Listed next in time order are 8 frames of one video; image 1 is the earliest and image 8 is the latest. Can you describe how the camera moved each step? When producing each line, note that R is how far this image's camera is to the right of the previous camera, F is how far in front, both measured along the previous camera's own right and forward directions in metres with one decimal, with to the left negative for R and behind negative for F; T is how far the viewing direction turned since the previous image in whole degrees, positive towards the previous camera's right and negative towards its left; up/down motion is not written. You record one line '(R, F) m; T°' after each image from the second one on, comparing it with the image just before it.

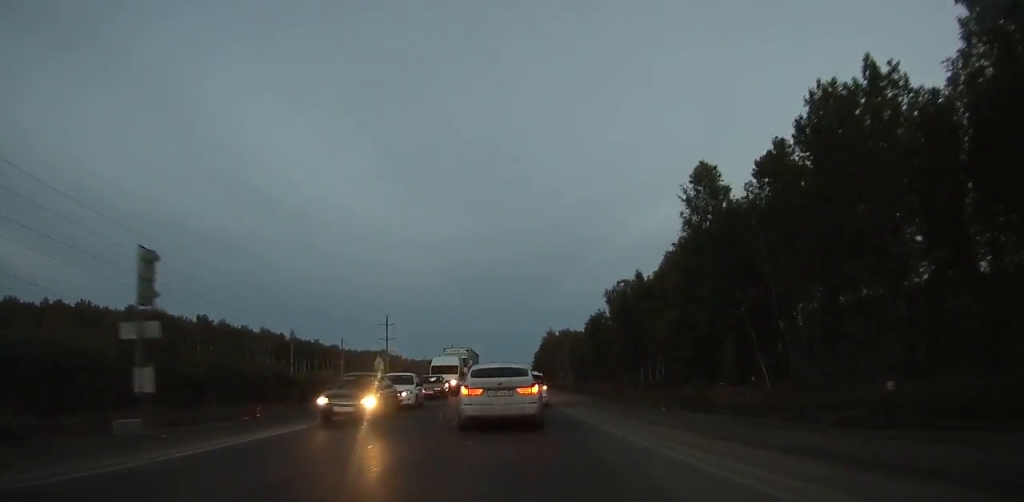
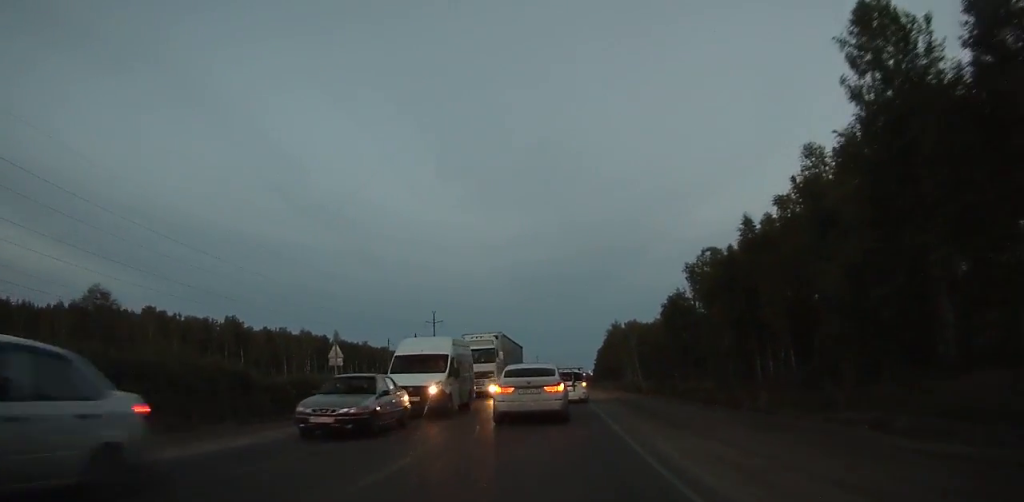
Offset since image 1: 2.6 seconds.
(-0.1, +20.5) m; -2°
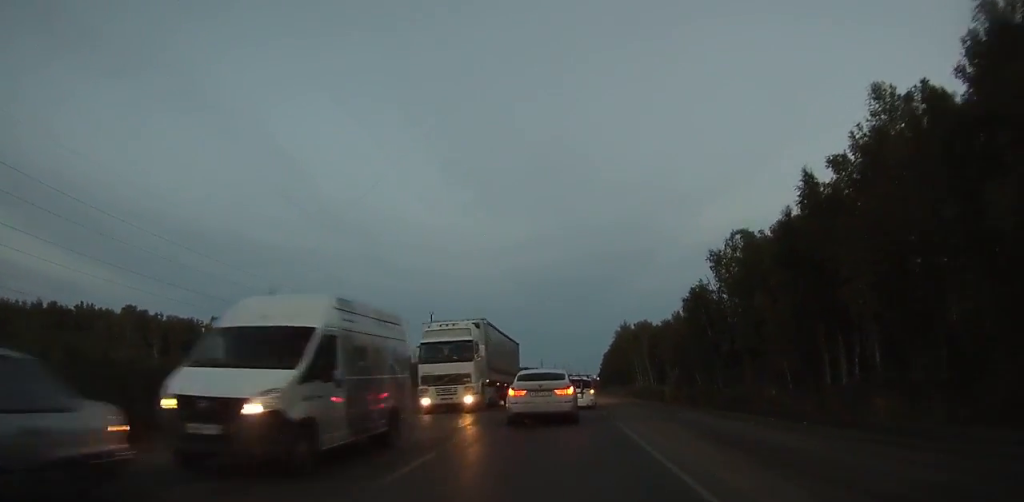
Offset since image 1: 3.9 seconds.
(-0.4, +10.9) m; -1°
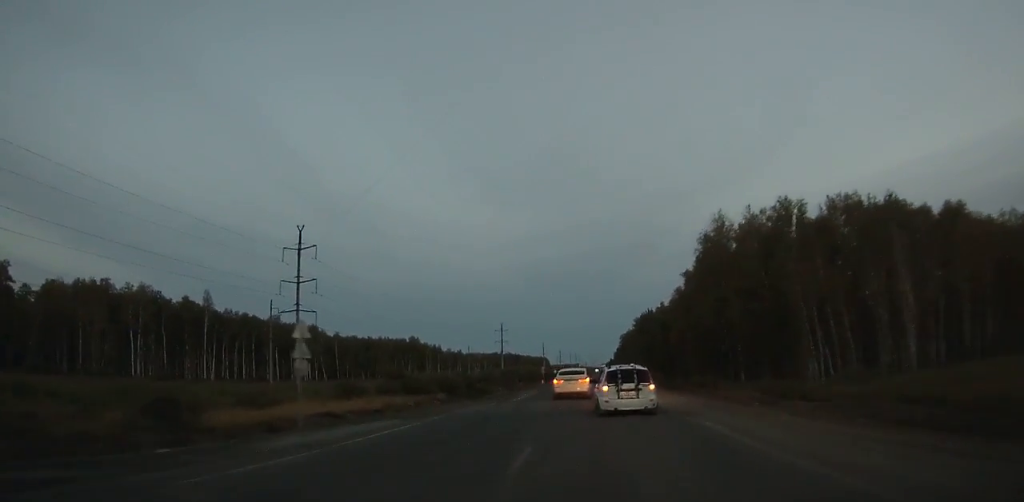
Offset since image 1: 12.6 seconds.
(-1.5, +96.1) m; -1°
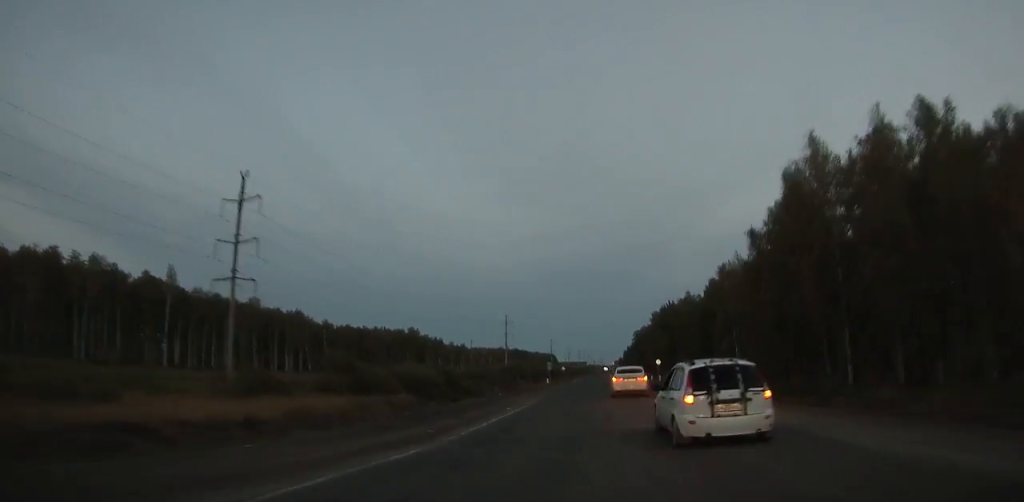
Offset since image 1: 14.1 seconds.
(0.0, +20.8) m; +1°
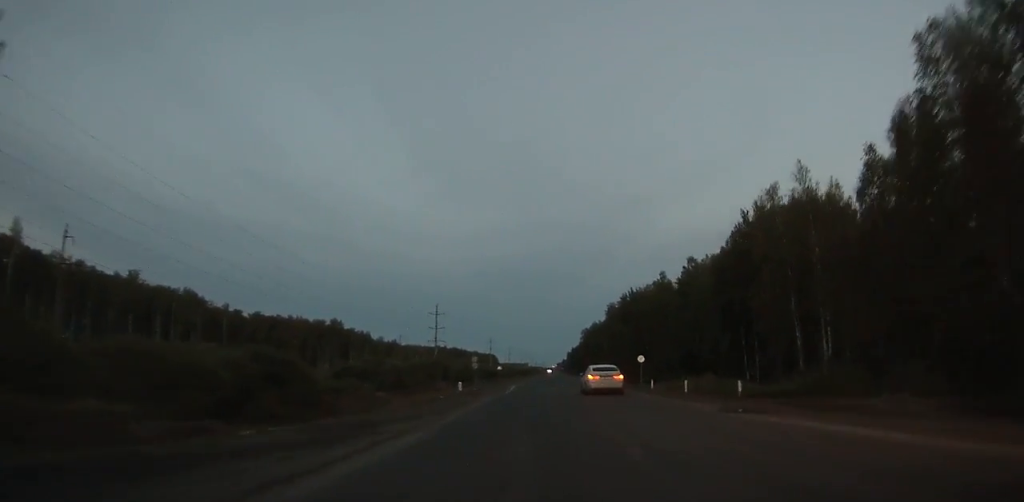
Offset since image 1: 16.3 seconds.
(0.0, +33.1) m; +2°
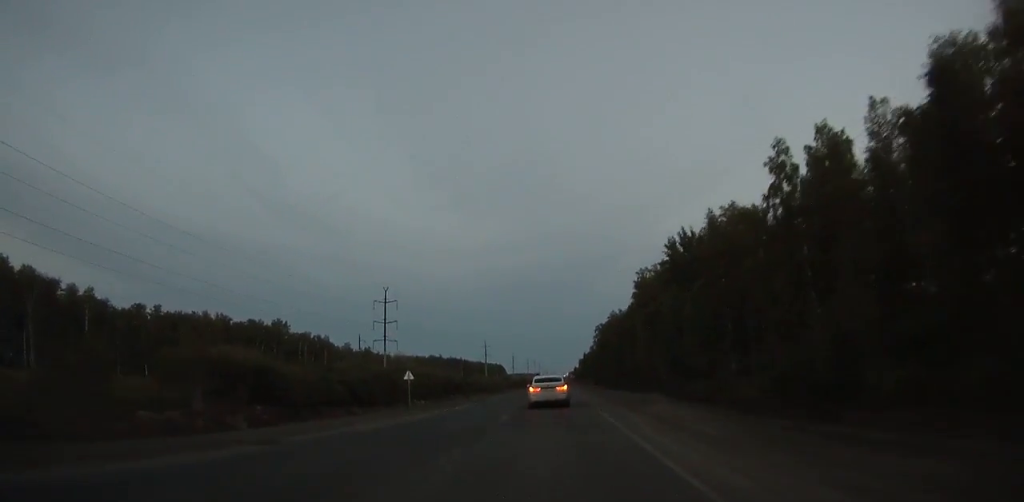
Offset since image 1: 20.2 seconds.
(+2.4, +62.7) m; +2°
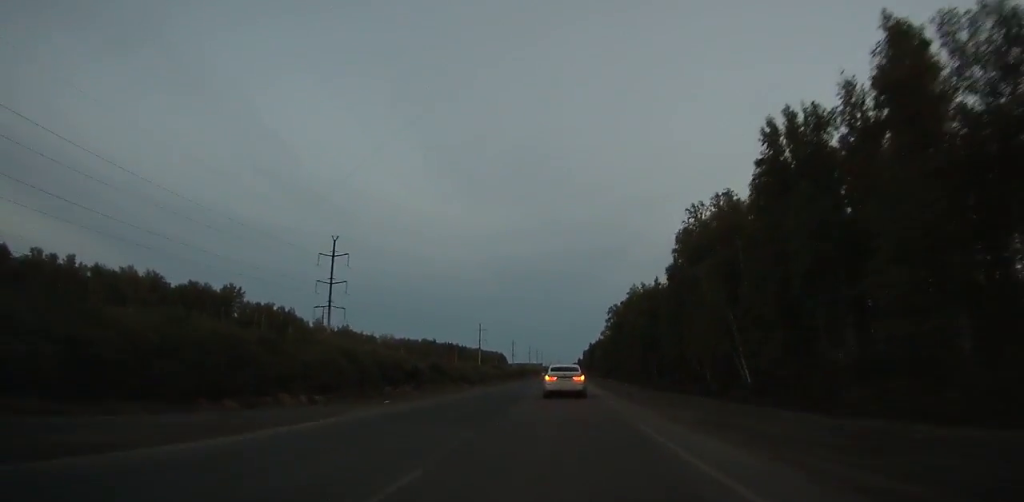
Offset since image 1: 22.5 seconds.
(-0.5, +38.1) m; -1°
